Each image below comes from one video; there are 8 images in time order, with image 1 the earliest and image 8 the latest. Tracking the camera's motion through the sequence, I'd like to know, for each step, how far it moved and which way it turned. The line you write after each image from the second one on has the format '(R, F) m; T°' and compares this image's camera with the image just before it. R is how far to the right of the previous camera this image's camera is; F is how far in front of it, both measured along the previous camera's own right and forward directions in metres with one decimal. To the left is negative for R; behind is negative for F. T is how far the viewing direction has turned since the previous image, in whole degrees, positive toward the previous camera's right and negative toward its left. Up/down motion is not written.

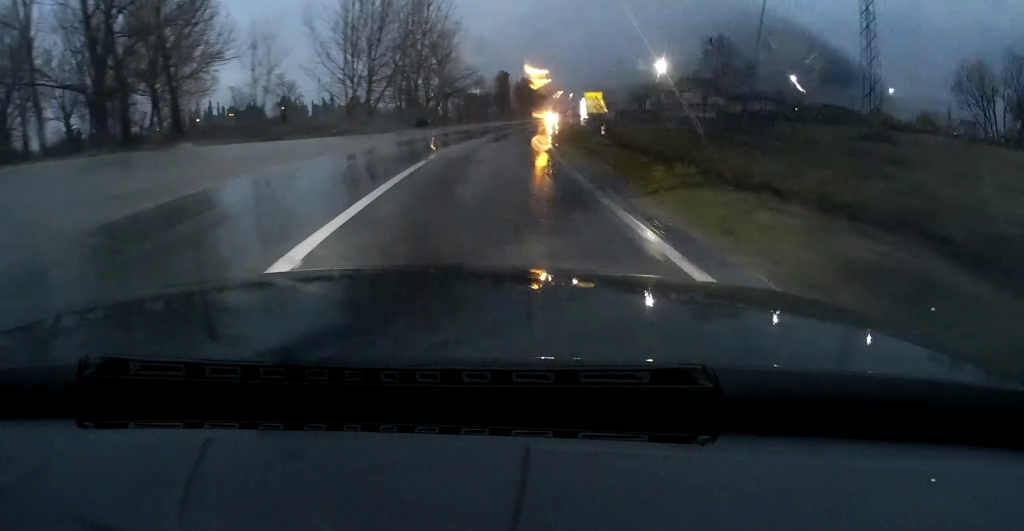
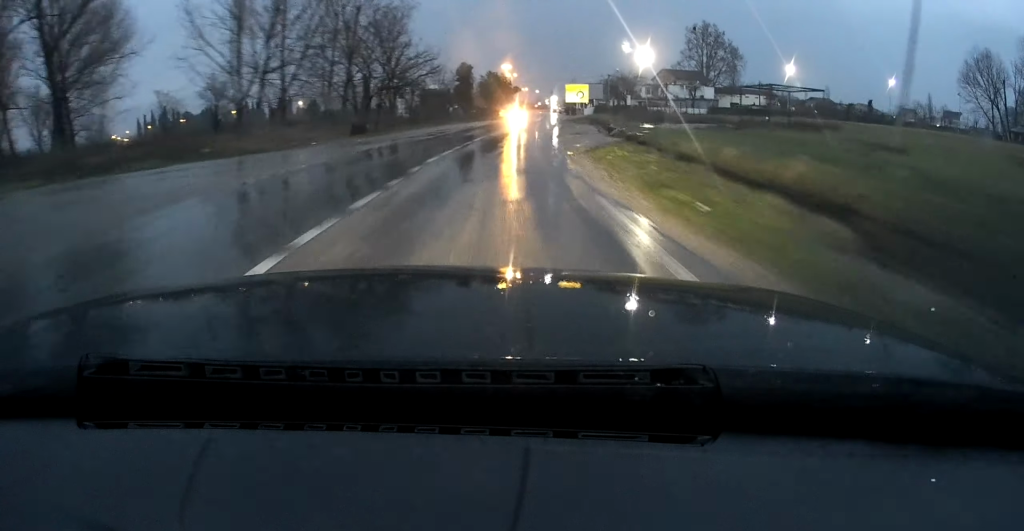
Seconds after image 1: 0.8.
(+0.9, +16.8) m; +3°
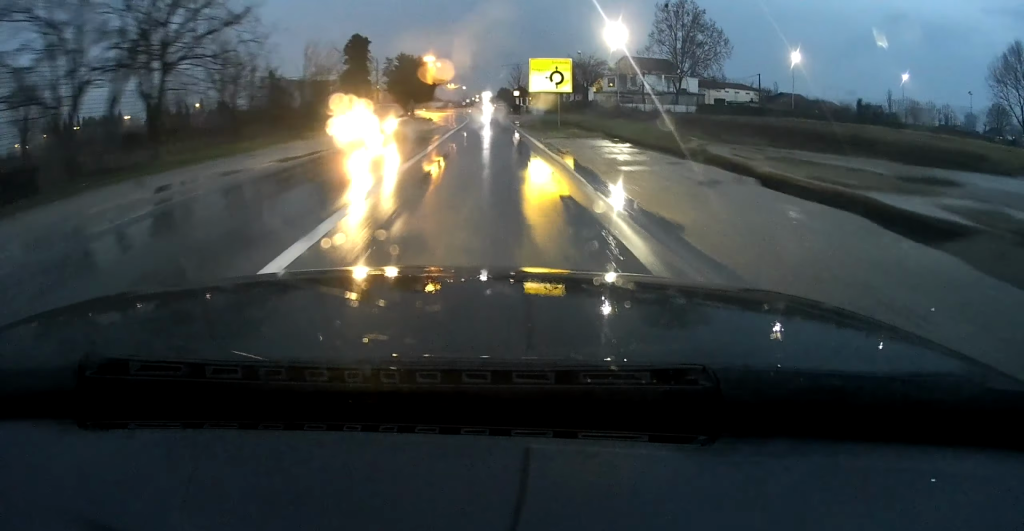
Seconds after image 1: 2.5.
(+1.6, +34.0) m; +5°
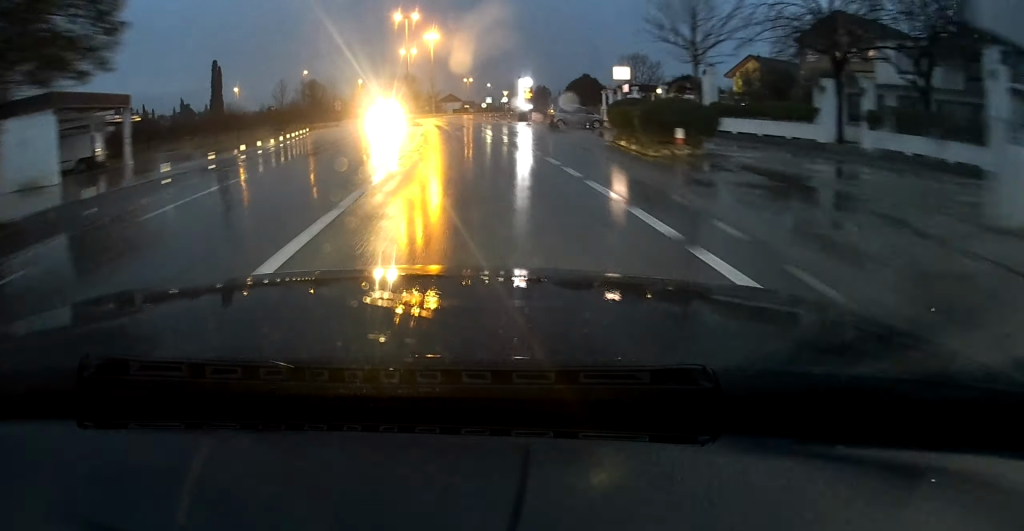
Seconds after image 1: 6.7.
(+1.0, +78.2) m; -3°
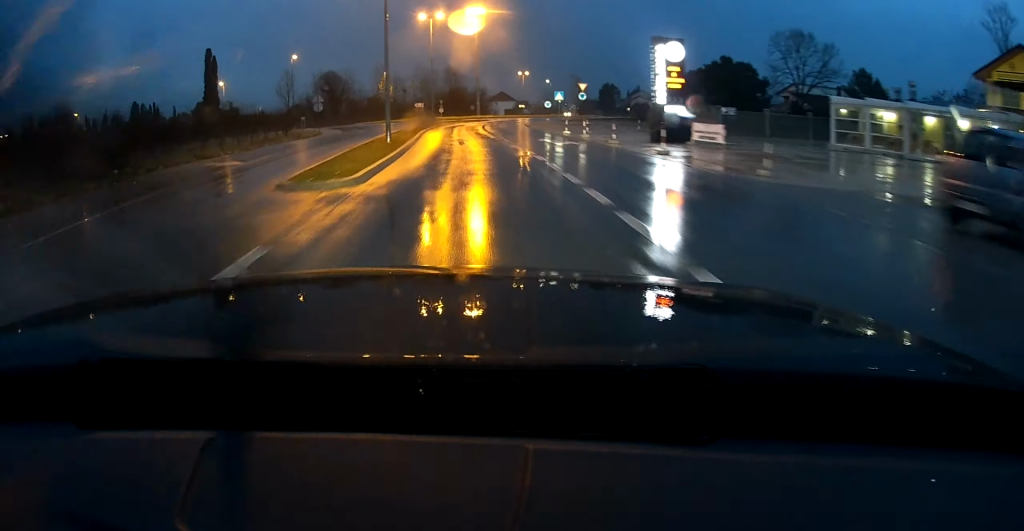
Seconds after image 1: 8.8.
(-1.3, +36.7) m; -3°
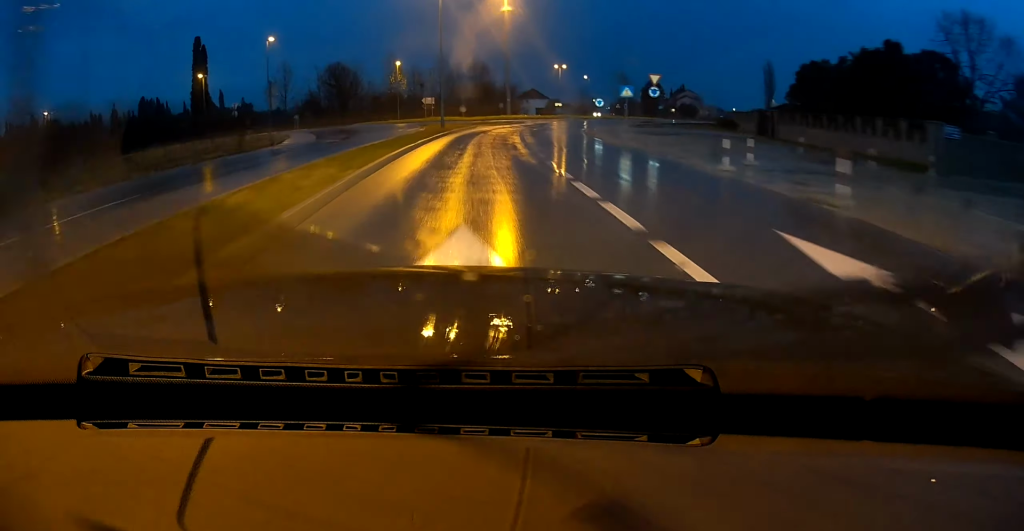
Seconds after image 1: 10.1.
(-0.5, +20.5) m; -1°
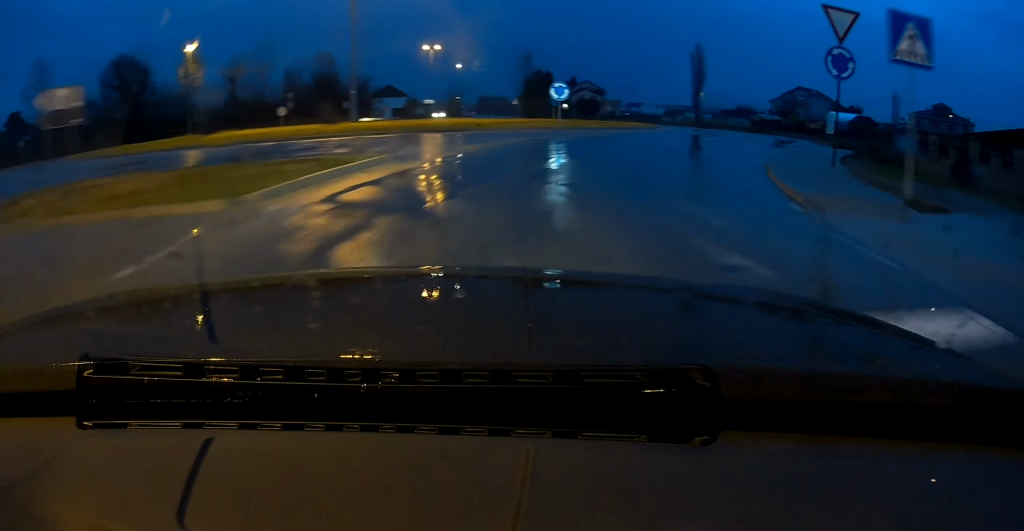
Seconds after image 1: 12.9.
(+3.0, +36.7) m; +16°
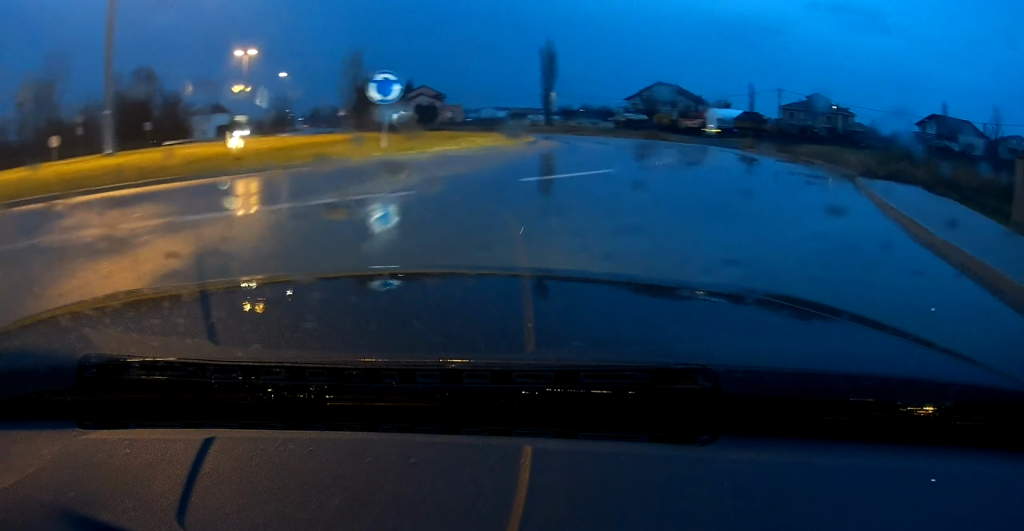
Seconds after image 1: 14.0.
(+0.2, +12.6) m; +11°
